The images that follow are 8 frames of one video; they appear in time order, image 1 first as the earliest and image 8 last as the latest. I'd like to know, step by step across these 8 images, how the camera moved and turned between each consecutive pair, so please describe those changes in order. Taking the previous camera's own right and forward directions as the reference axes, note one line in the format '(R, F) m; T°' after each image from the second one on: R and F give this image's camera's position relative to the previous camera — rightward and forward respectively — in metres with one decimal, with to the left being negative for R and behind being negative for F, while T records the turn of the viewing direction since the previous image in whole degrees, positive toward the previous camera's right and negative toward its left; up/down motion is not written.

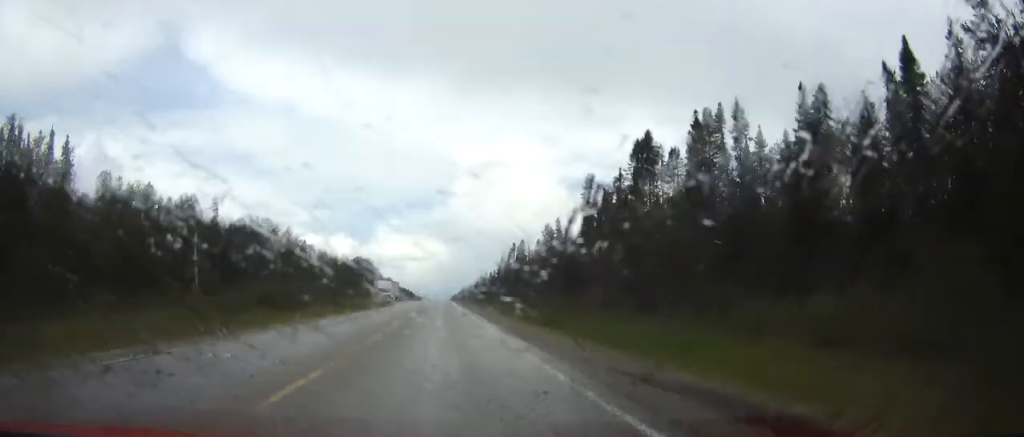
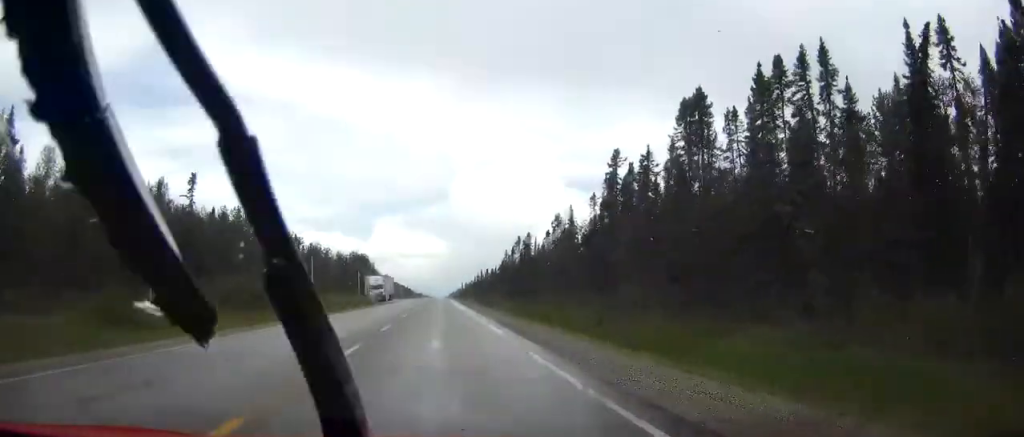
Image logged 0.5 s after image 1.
(-0.1, +13.4) m; 0°
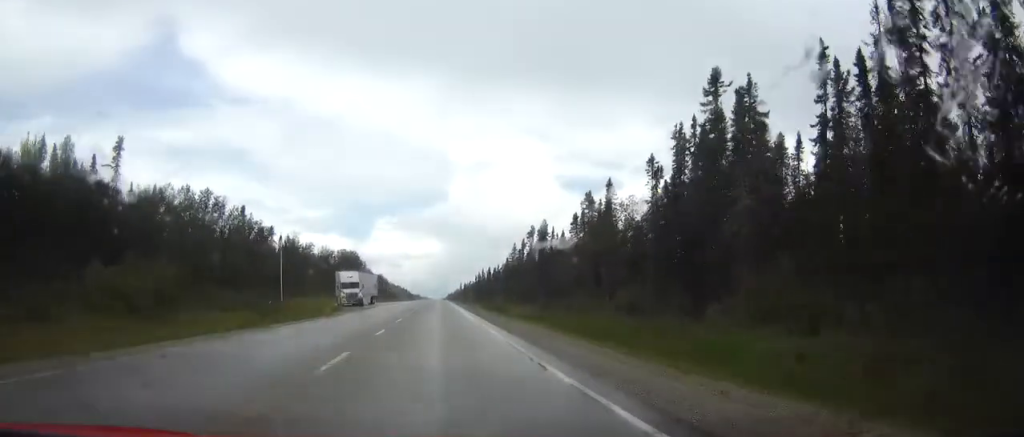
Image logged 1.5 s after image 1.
(+0.1, +28.8) m; +1°
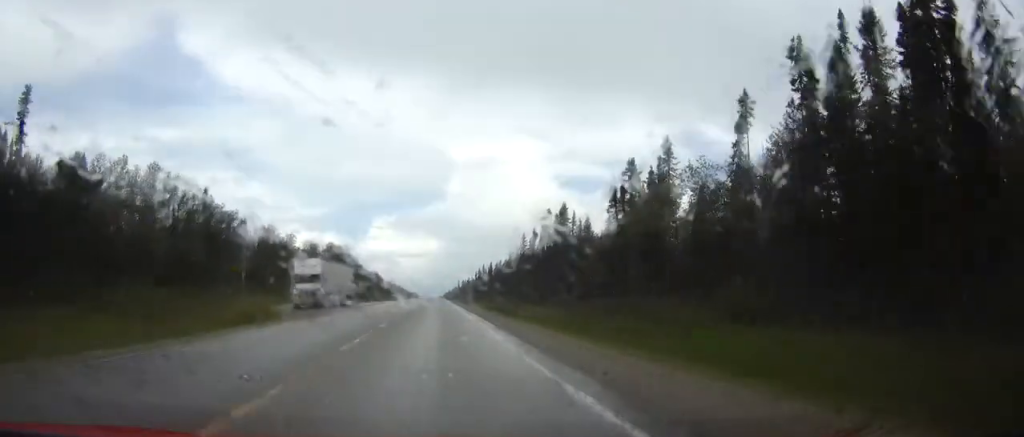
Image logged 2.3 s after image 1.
(+0.2, +24.0) m; 0°
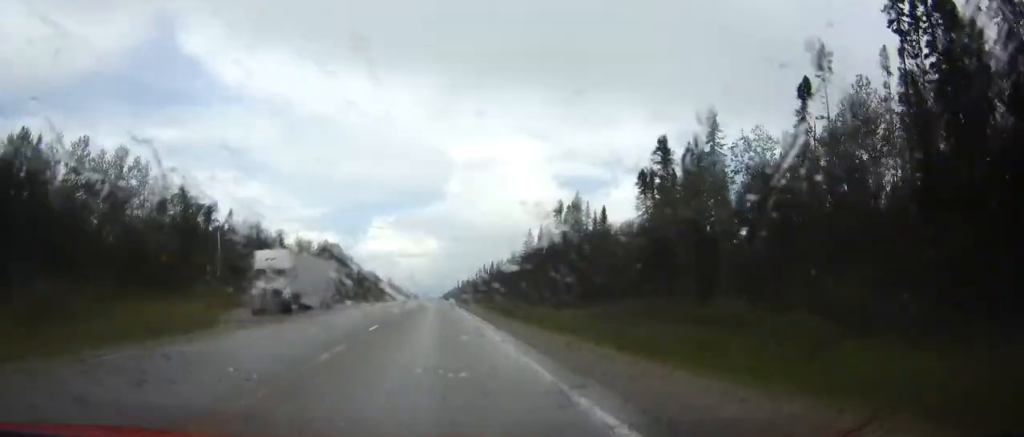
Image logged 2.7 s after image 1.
(0.0, +11.5) m; 0°
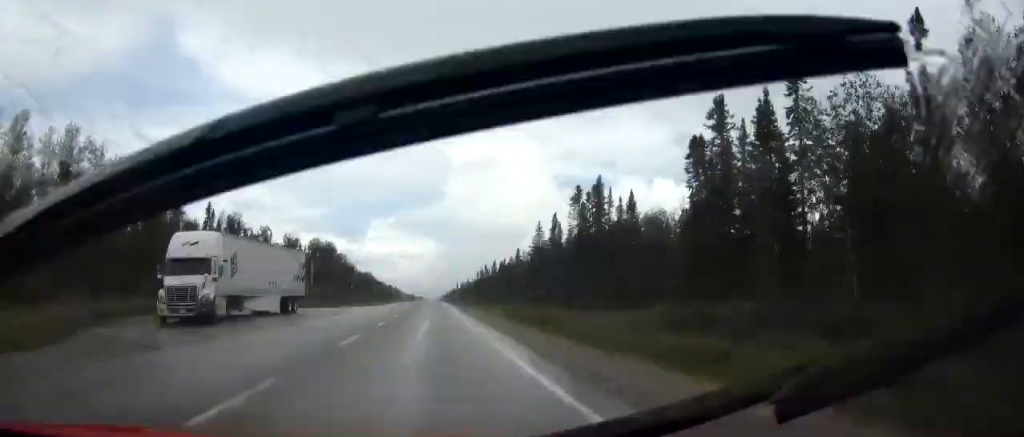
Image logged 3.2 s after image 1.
(0.0, +14.4) m; 0°
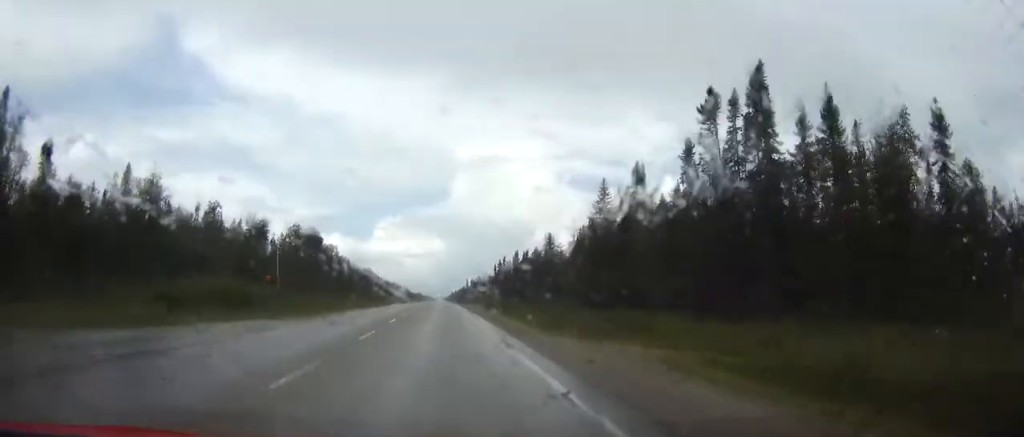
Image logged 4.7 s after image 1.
(-0.2, +43.2) m; 0°
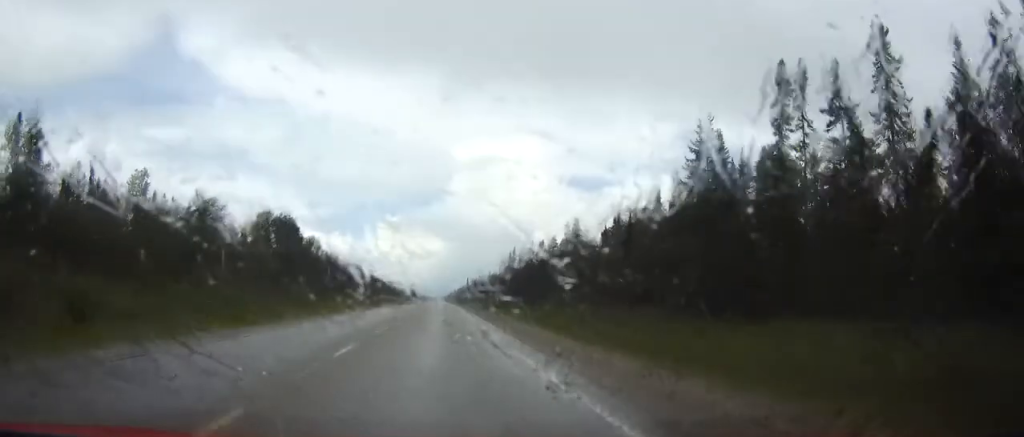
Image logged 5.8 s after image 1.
(-0.1, +31.8) m; 0°
